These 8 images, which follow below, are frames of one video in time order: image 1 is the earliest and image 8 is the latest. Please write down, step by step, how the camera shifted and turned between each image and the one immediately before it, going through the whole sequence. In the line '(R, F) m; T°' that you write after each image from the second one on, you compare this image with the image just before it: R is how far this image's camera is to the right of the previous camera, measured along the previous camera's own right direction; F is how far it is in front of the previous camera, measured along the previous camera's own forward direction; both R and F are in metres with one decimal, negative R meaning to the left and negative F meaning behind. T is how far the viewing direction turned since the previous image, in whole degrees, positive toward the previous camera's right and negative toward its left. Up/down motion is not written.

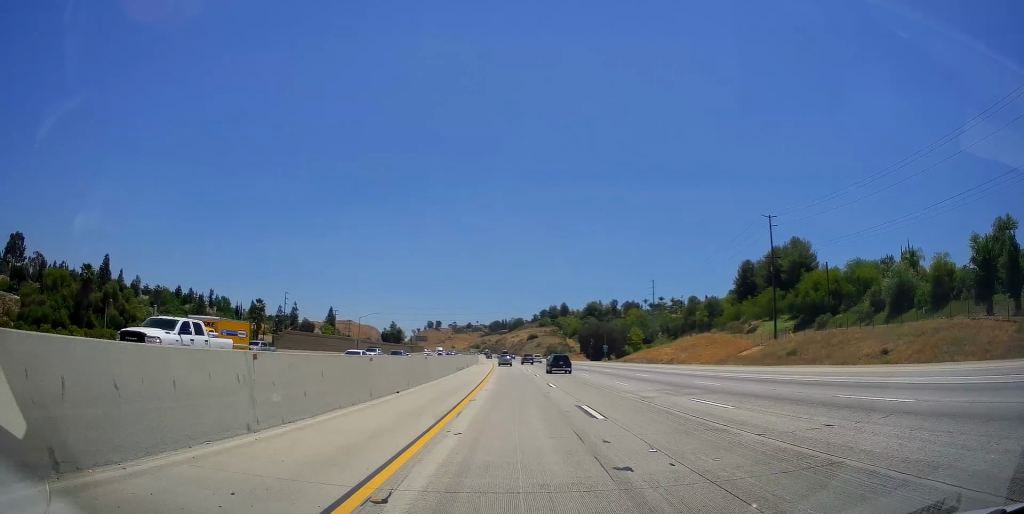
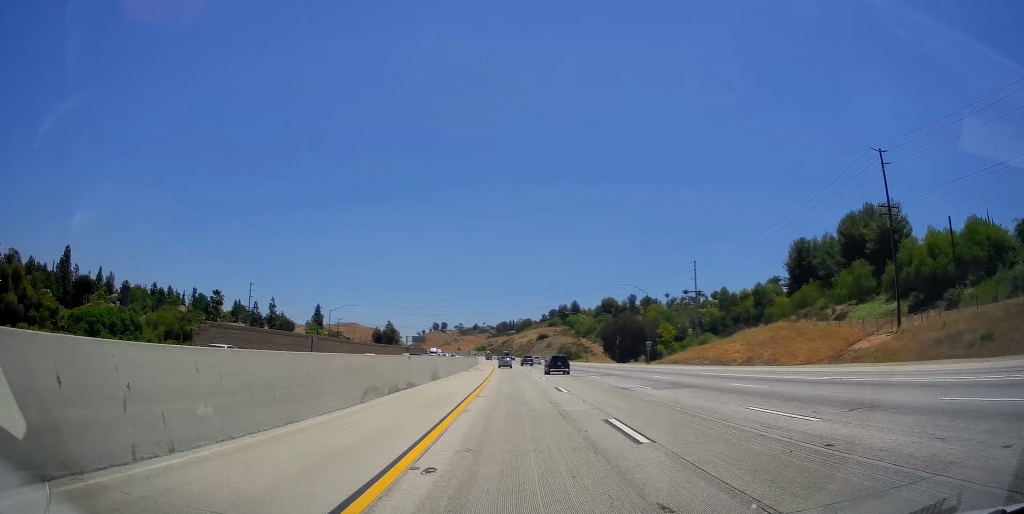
(-0.1, +34.1) m; 0°
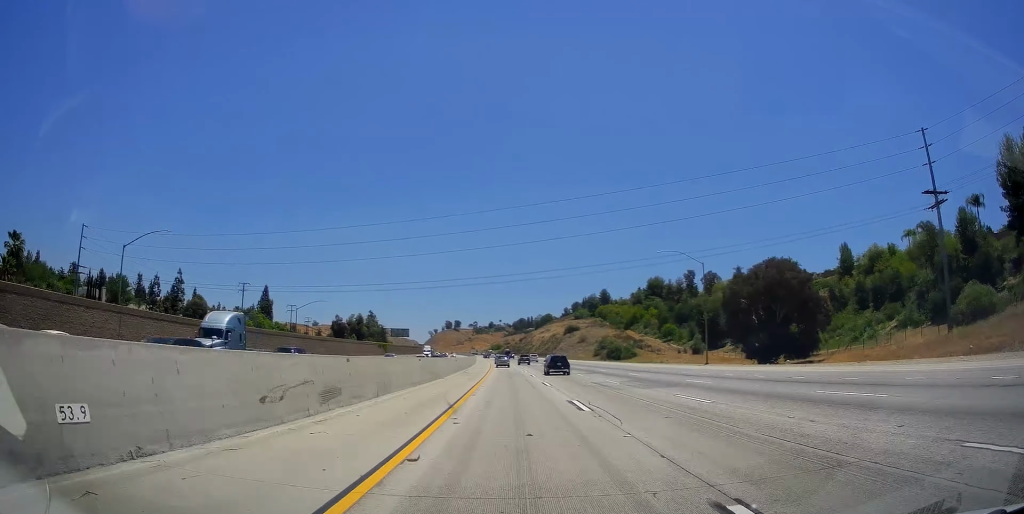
(-0.8, +77.1) m; -2°
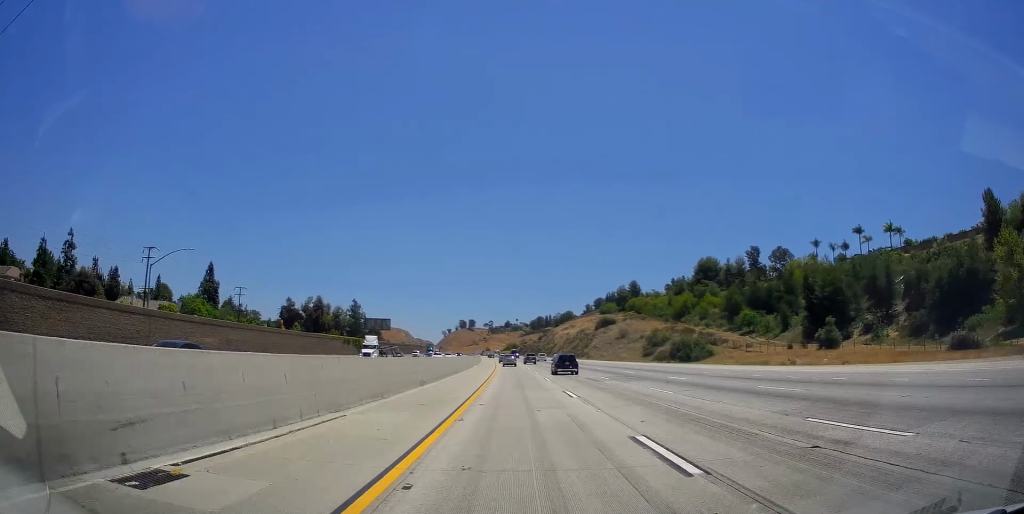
(-1.1, +53.3) m; -1°
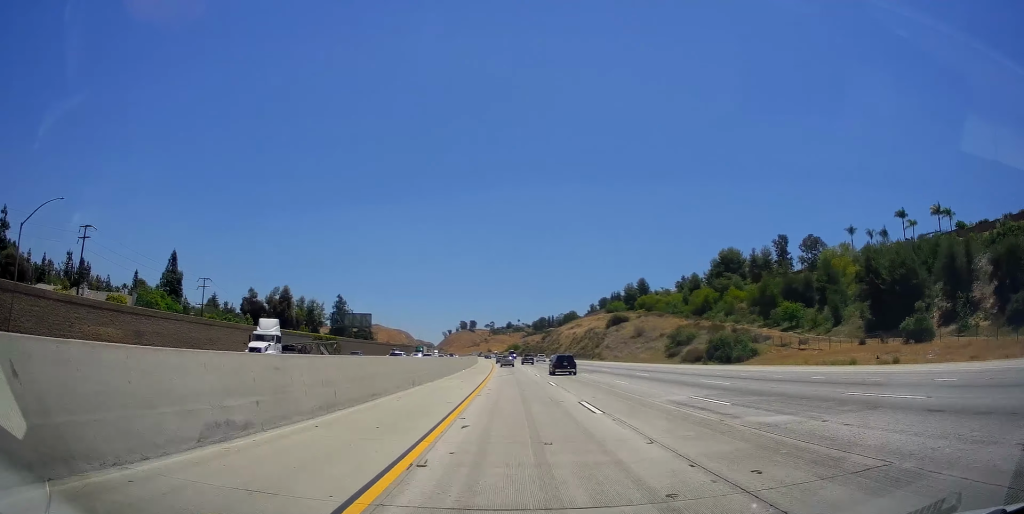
(0.0, +21.0) m; 0°
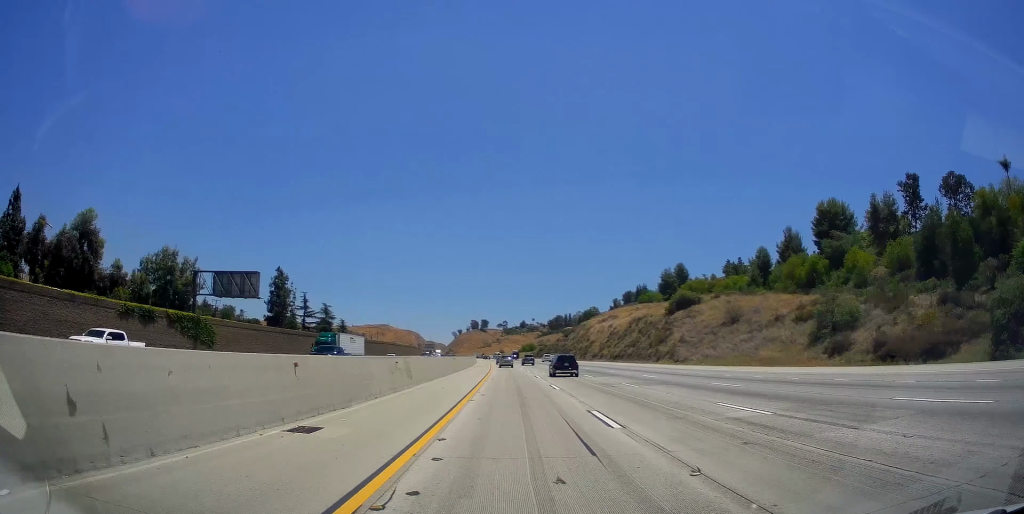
(-0.5, +58.5) m; -2°
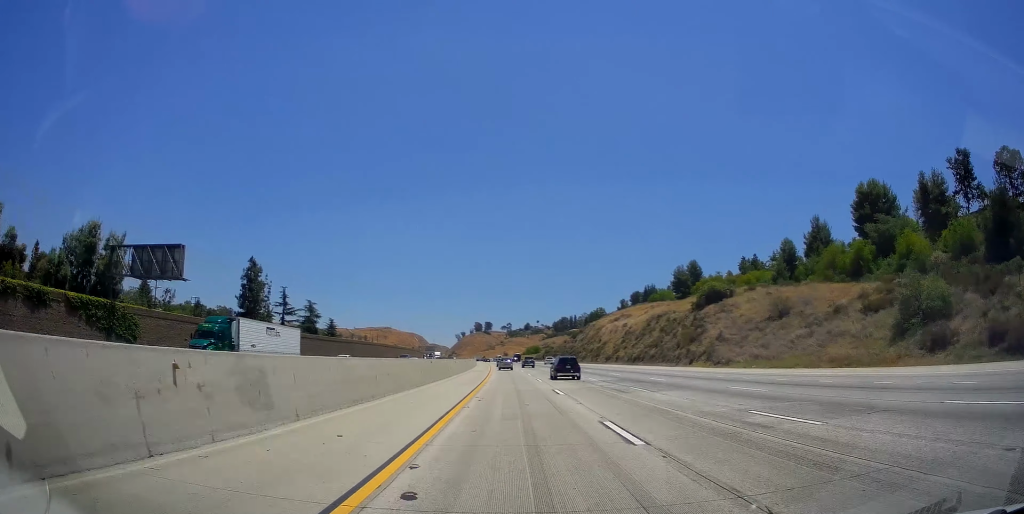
(-0.1, +16.7) m; 0°
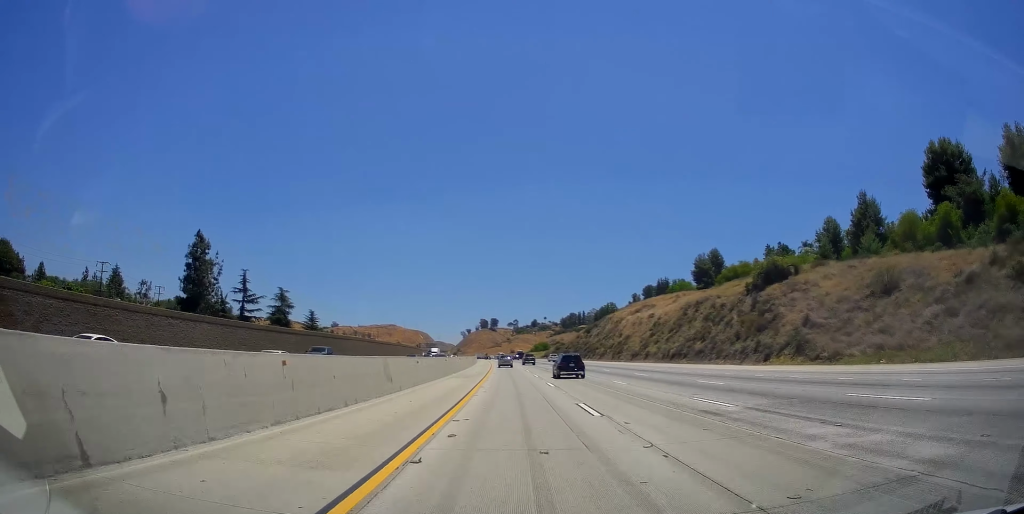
(-0.1, +23.4) m; -1°
